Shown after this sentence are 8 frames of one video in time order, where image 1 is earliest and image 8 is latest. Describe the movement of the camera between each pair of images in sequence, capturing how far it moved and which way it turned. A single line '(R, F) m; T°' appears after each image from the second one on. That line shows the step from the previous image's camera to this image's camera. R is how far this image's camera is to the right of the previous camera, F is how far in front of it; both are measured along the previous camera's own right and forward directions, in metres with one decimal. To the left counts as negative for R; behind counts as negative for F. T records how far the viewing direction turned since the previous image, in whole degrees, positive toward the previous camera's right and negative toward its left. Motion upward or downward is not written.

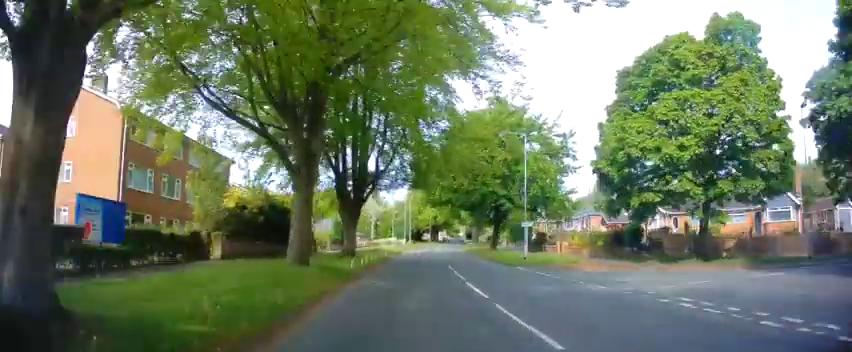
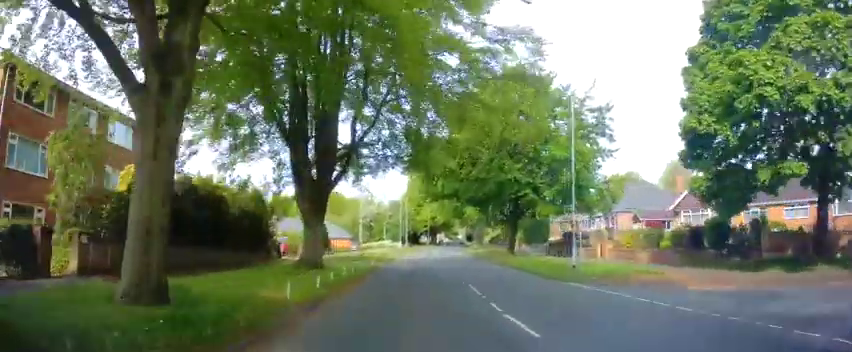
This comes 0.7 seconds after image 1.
(+0.1, +9.3) m; +1°
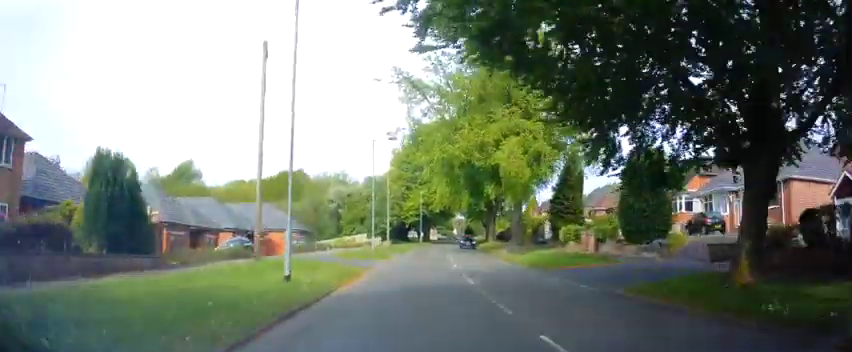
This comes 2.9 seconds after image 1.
(+0.1, +28.7) m; +2°
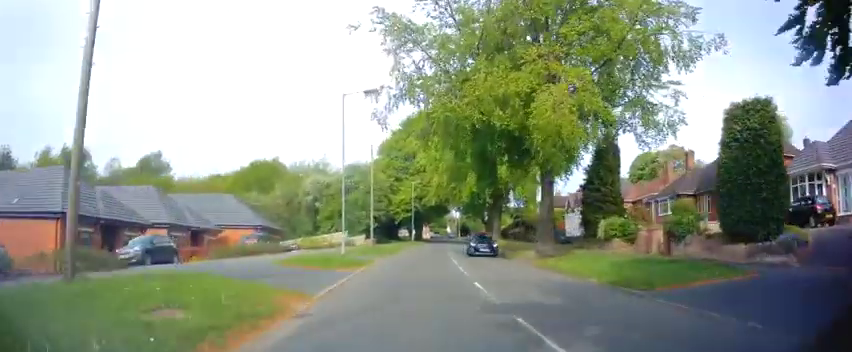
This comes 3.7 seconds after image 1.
(+0.3, +10.6) m; +2°
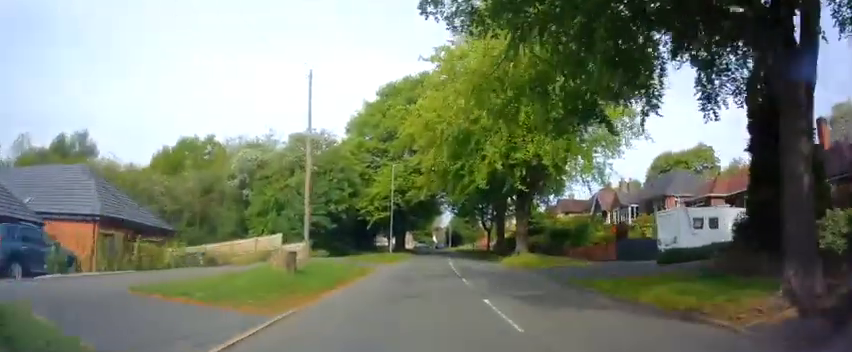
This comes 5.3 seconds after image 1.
(-0.1, +20.5) m; 0°
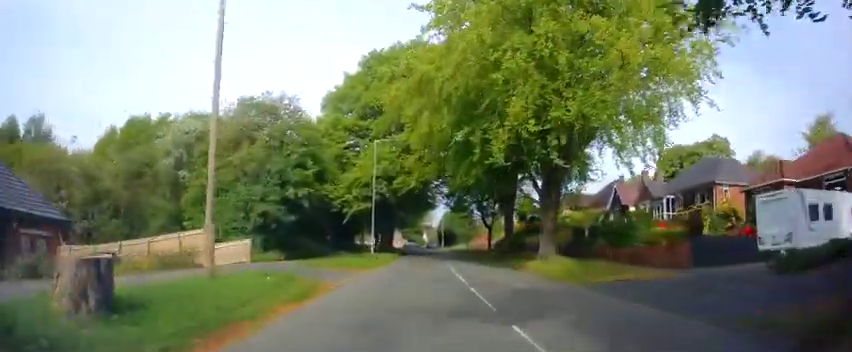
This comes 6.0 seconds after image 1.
(+0.2, +9.4) m; +1°
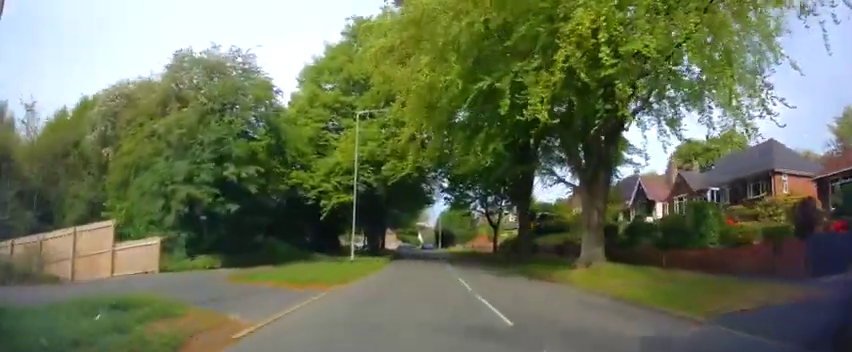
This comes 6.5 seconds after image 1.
(+0.2, +7.6) m; +1°
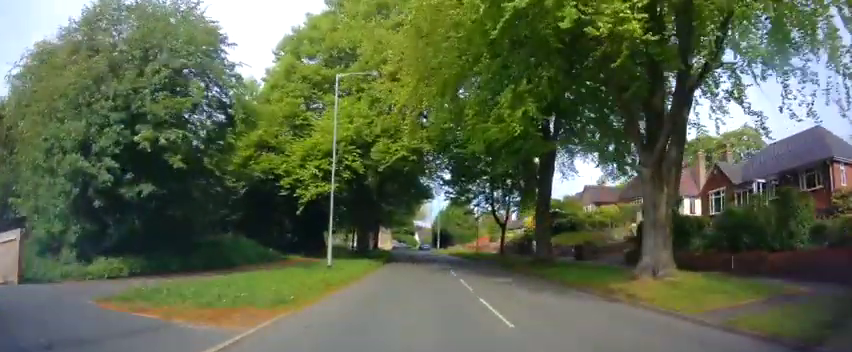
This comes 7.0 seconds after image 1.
(0.0, +5.8) m; +1°
